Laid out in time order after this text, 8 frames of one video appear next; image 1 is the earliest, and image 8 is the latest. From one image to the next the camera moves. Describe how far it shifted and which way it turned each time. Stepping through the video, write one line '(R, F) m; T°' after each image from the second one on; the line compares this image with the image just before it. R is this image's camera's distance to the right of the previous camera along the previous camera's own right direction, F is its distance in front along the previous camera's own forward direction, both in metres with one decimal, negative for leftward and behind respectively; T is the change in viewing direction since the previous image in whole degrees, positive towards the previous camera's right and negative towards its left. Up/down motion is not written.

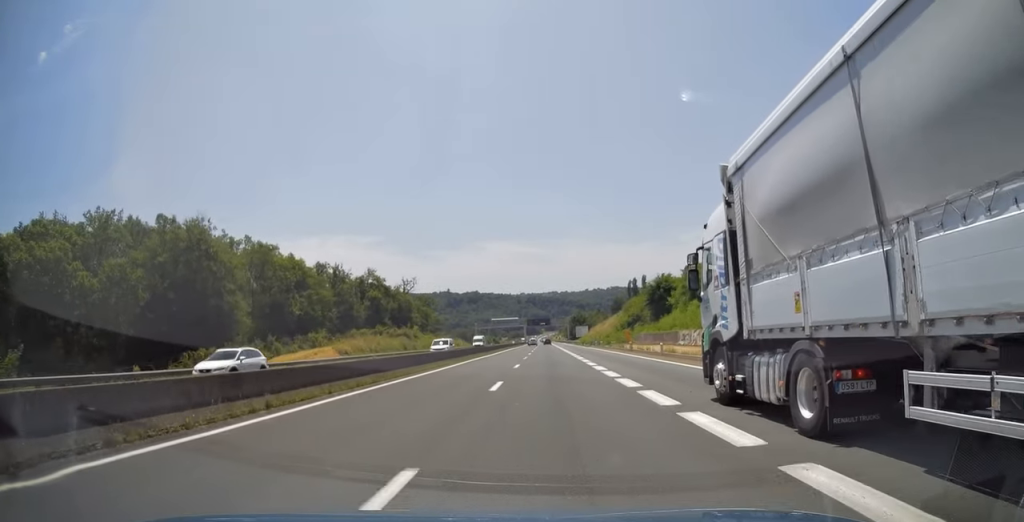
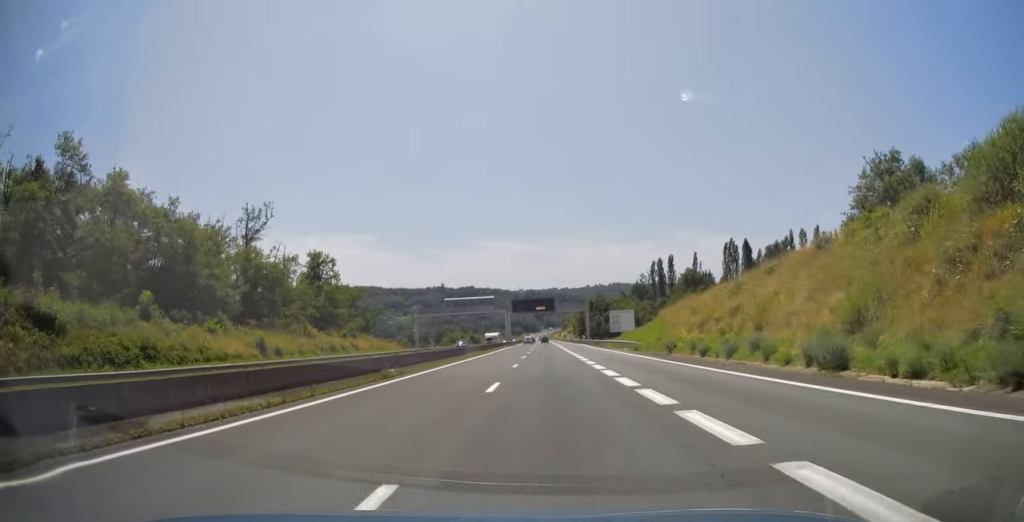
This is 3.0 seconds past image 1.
(+0.1, +91.6) m; 0°
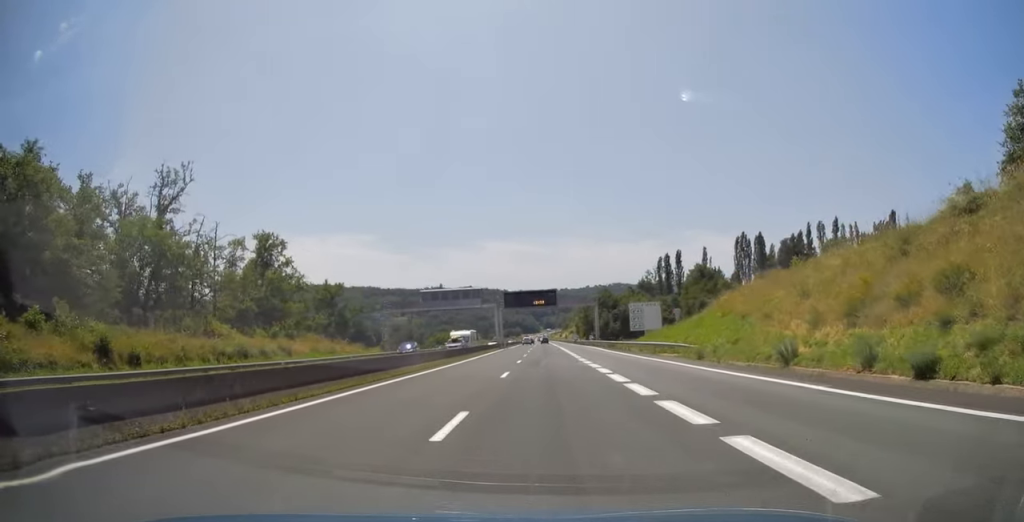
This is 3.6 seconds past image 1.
(-0.1, +20.2) m; 0°
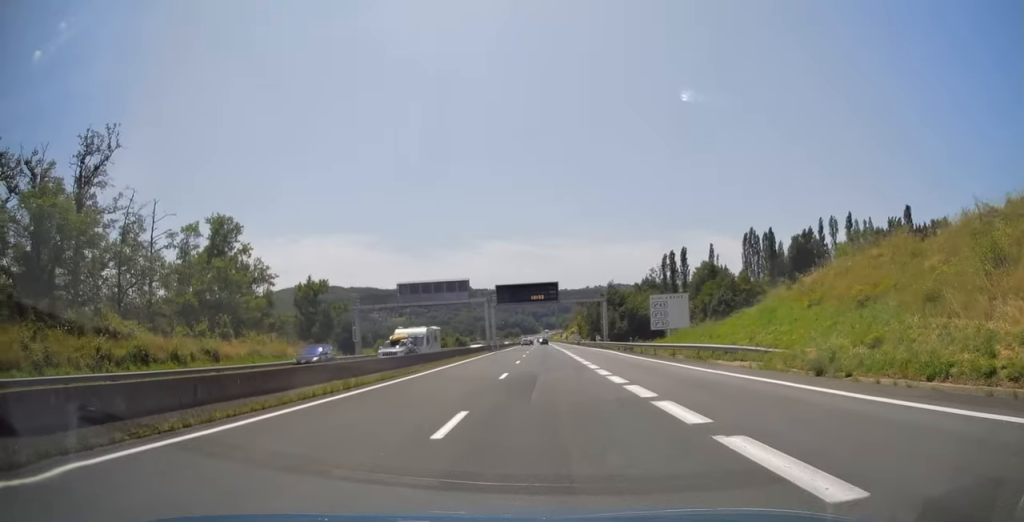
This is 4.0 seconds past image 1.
(0.0, +12.9) m; 0°
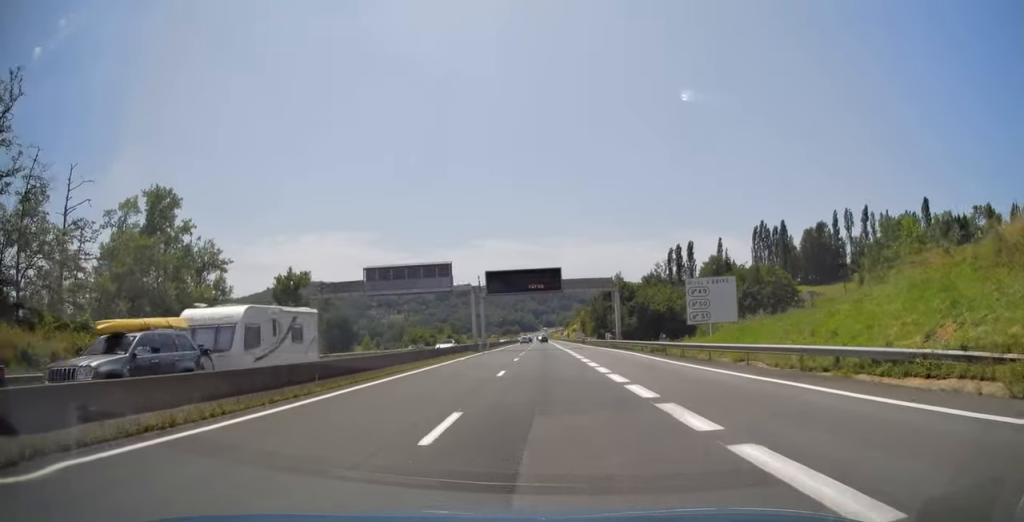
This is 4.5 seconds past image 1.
(0.0, +13.4) m; 0°
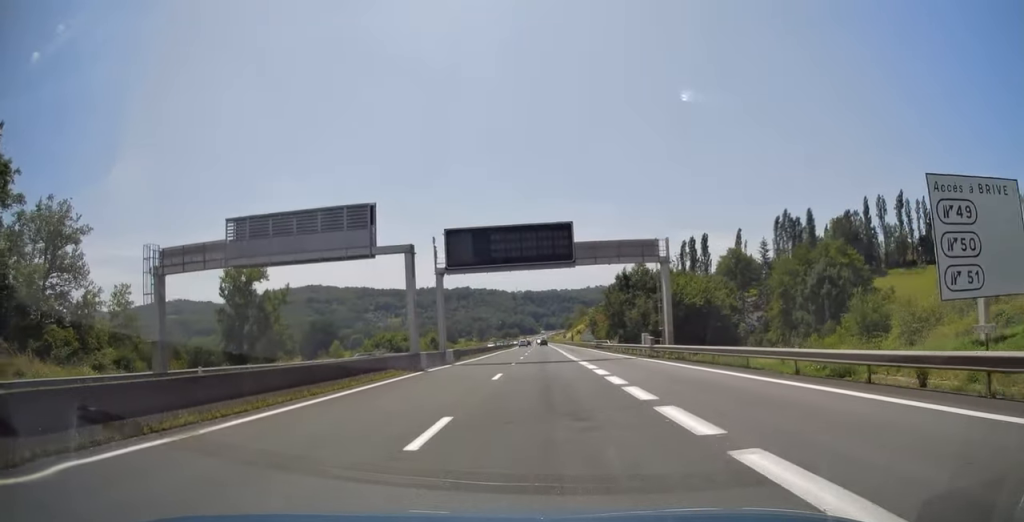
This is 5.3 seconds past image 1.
(-0.1, +26.4) m; 0°
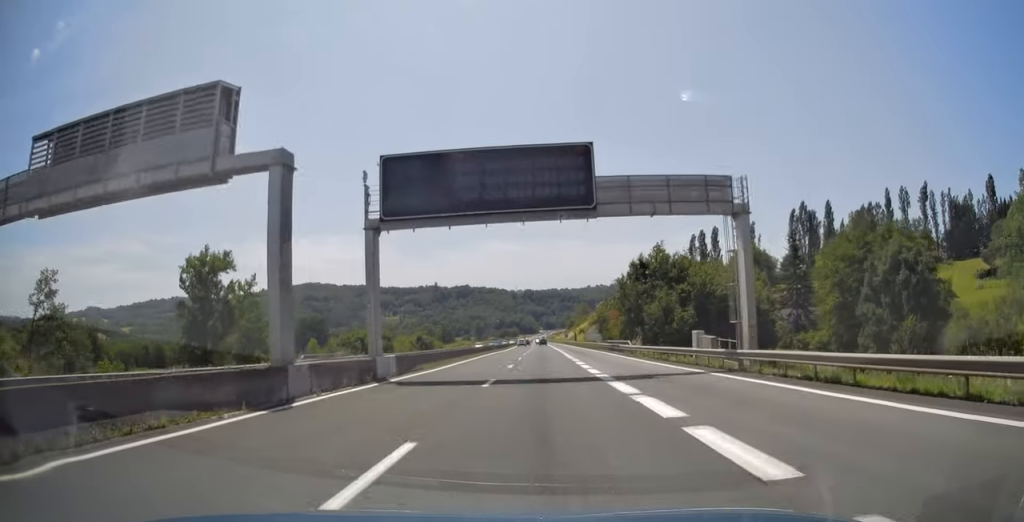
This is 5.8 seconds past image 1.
(0.0, +15.5) m; 0°
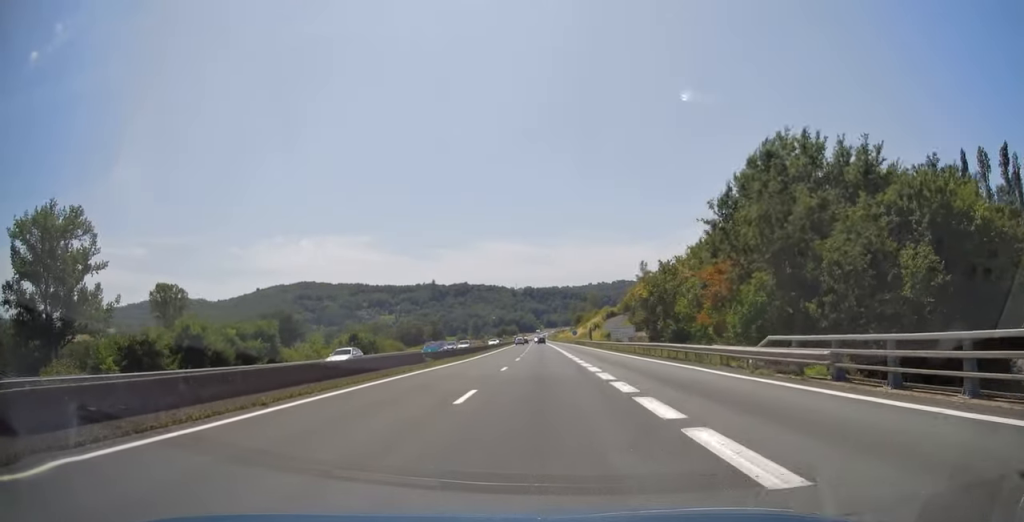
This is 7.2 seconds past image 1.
(0.0, +44.6) m; 0°
